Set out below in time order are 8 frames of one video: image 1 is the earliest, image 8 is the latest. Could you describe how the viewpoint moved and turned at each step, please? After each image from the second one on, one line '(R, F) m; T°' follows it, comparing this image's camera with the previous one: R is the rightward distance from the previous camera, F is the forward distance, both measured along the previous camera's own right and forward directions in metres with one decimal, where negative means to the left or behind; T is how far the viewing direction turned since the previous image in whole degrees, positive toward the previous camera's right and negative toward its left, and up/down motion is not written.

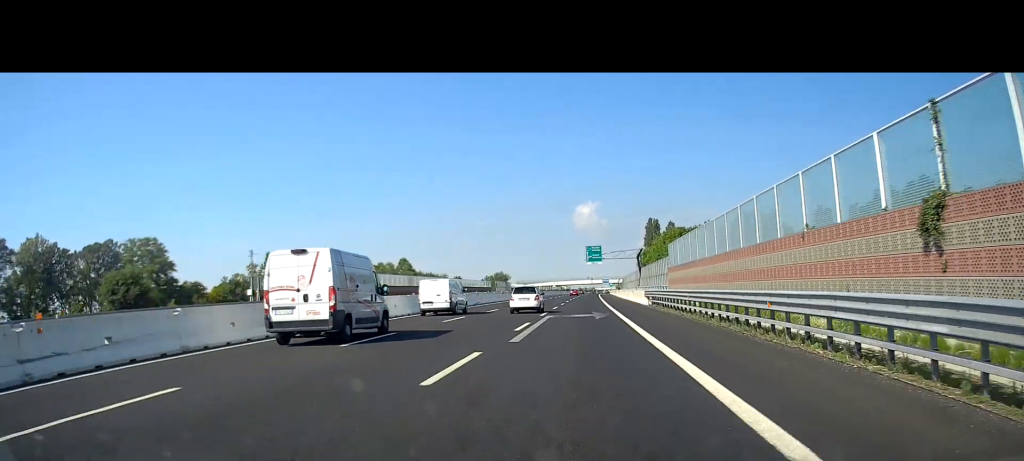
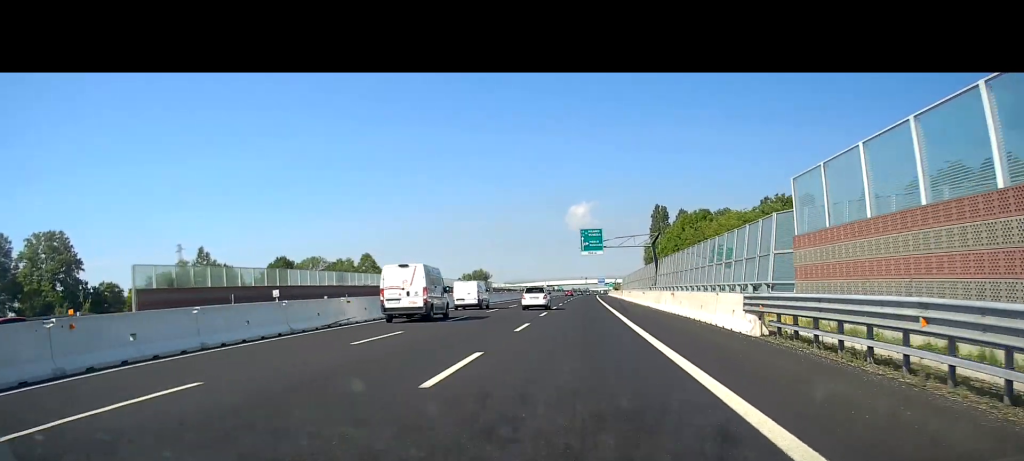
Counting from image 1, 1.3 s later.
(0.0, +34.9) m; +1°
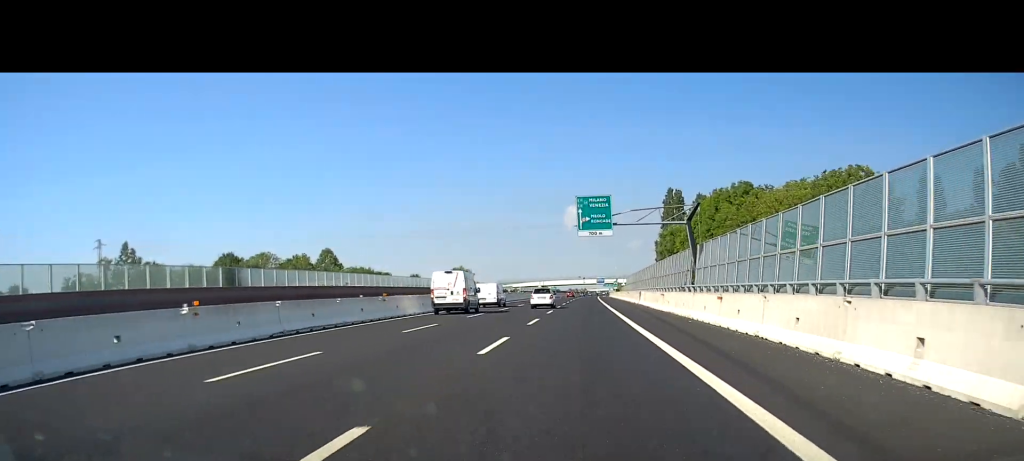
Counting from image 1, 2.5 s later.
(+0.3, +30.7) m; +1°
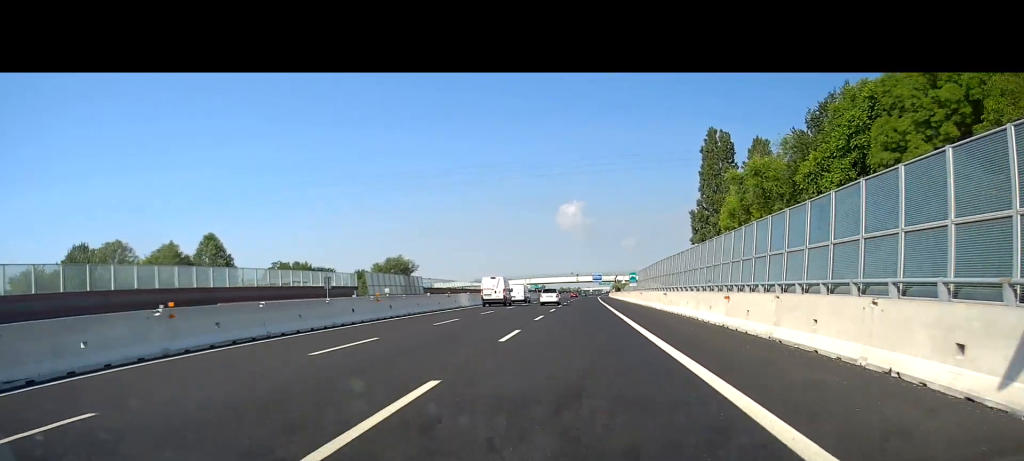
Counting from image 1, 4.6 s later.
(+0.4, +55.6) m; 0°
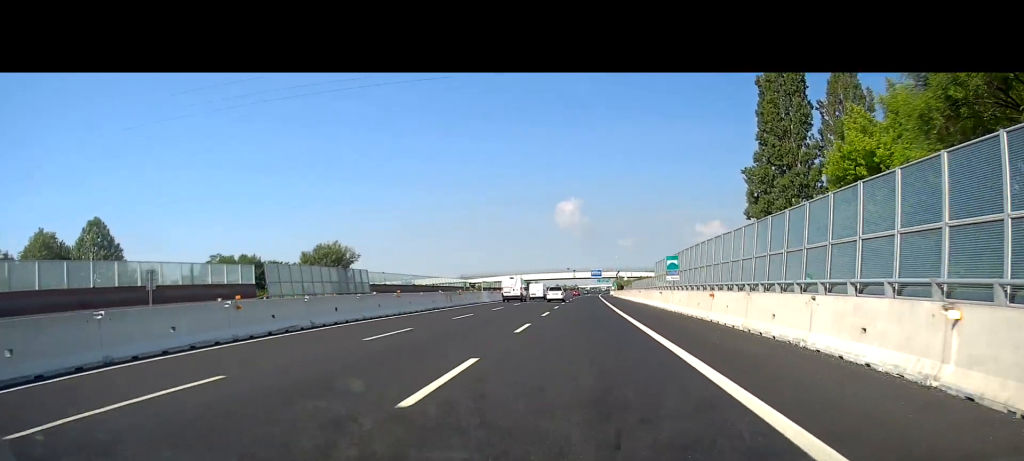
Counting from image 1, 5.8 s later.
(-0.4, +32.8) m; -1°
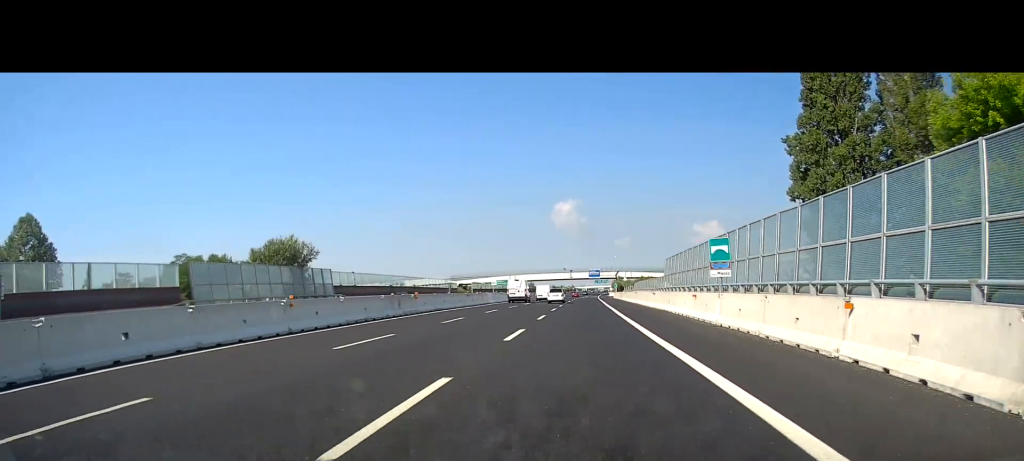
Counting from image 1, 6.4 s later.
(0.0, +14.2) m; 0°
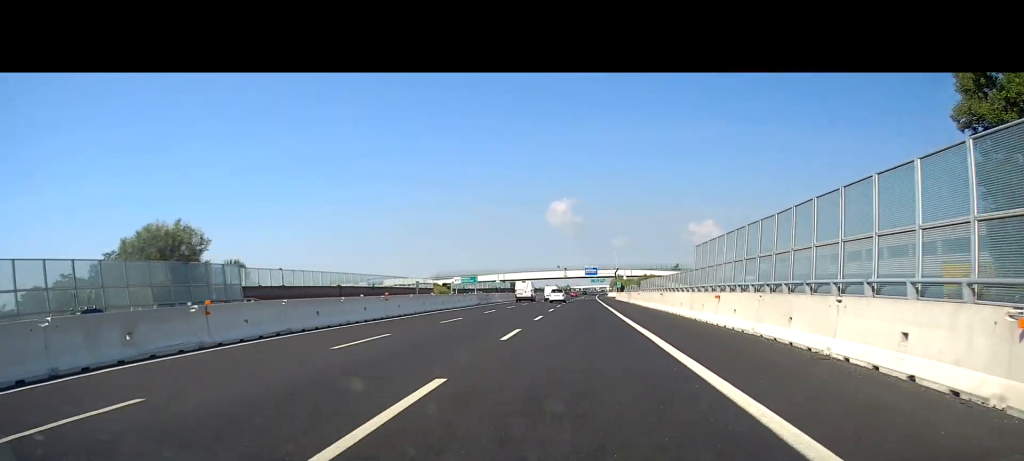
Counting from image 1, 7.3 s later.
(+0.2, +23.9) m; +1°
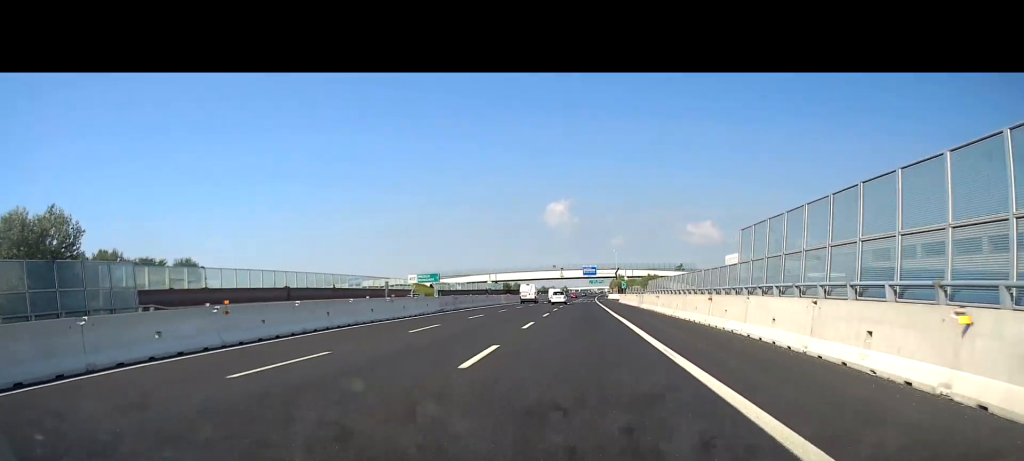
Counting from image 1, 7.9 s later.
(+0.1, +16.8) m; 0°
